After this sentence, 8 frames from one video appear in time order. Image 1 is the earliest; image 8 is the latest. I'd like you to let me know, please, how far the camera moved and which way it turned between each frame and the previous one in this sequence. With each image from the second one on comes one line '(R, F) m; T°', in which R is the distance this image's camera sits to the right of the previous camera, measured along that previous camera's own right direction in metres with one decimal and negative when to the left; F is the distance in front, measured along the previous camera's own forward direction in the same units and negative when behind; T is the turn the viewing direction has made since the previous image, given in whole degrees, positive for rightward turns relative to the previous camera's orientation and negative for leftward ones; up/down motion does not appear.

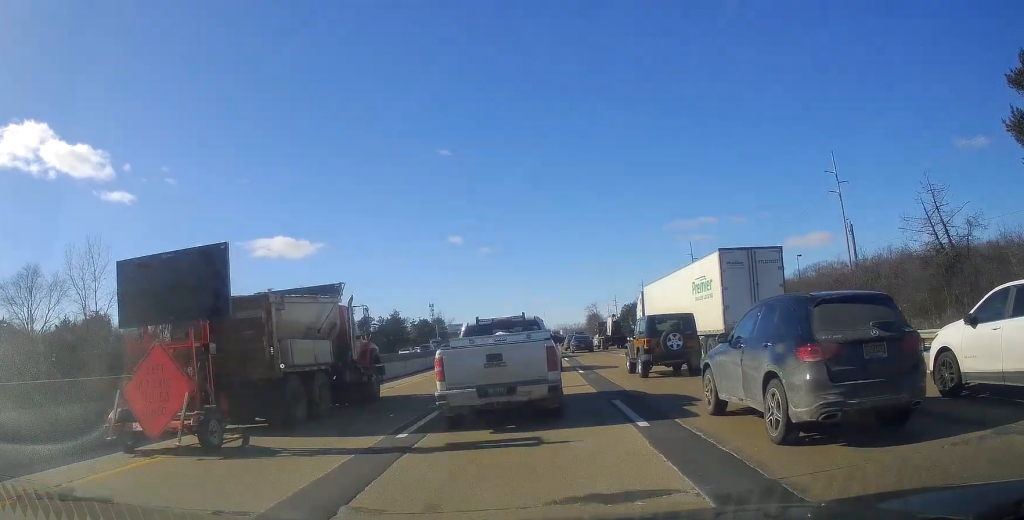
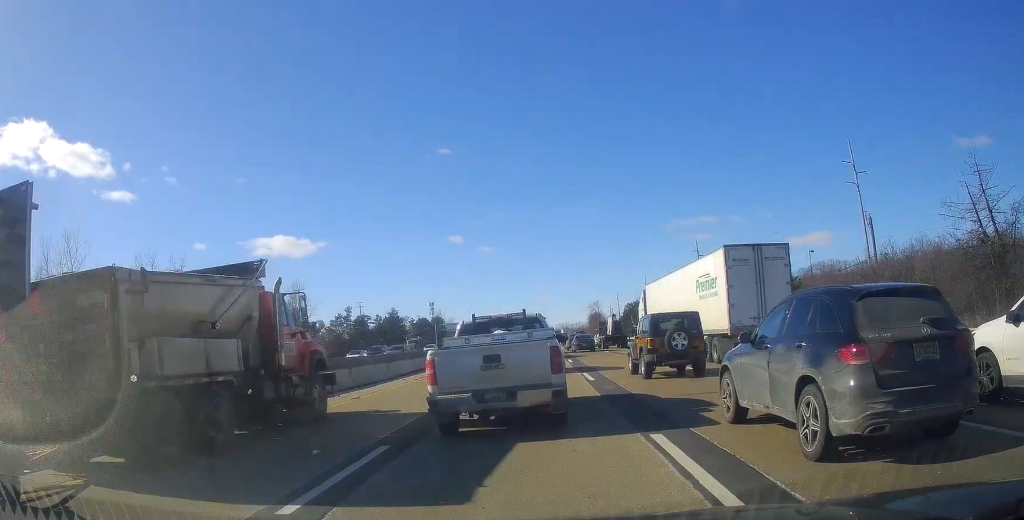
(0.0, +4.6) m; 0°
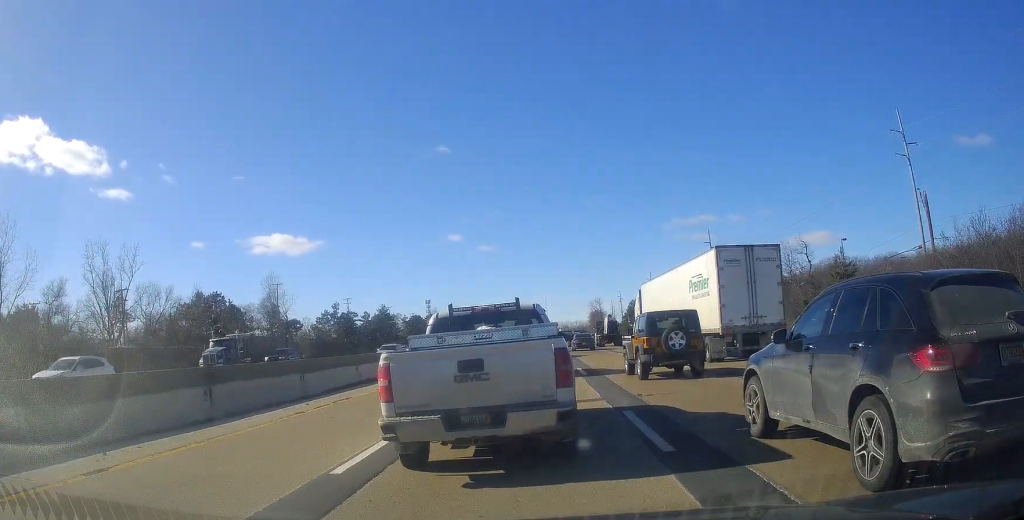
(0.0, +11.3) m; 0°
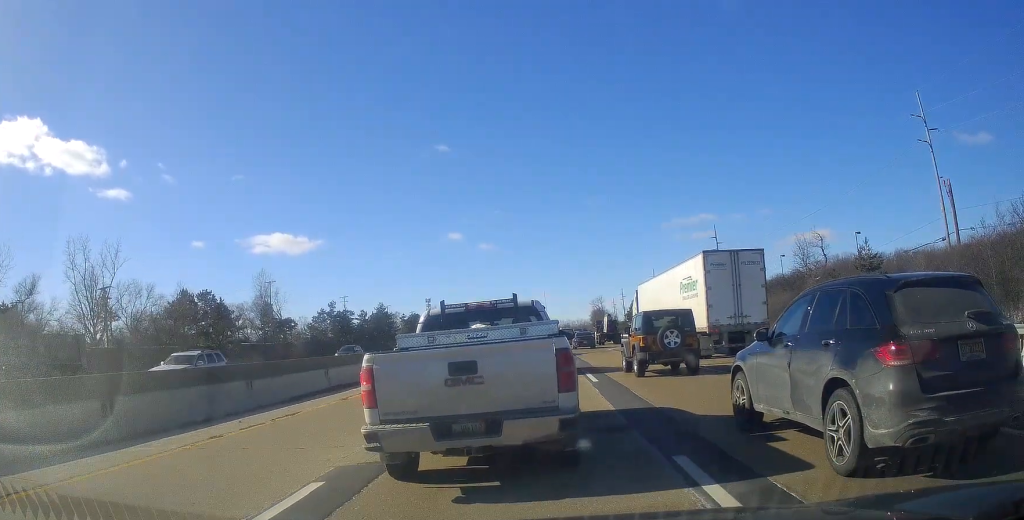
(0.0, +3.8) m; 0°
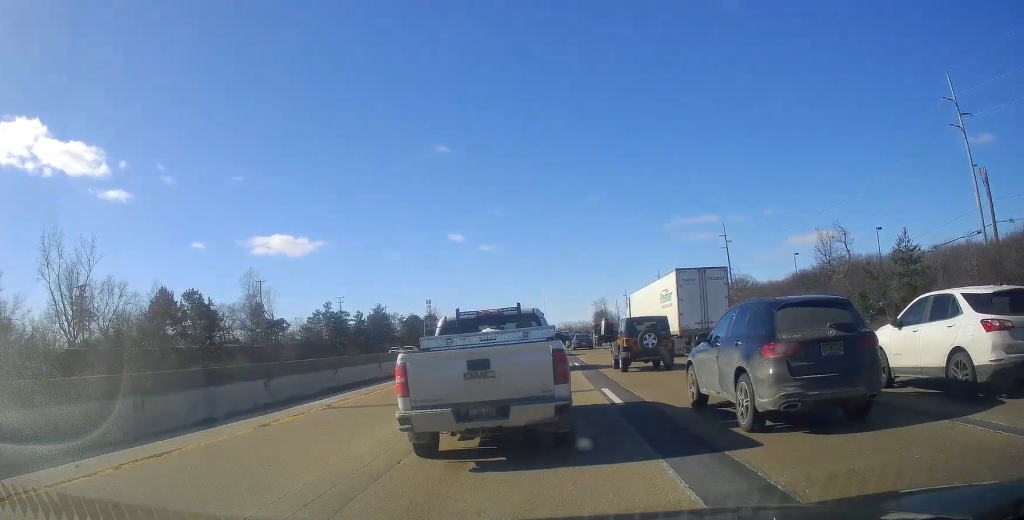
(0.0, +5.5) m; 0°
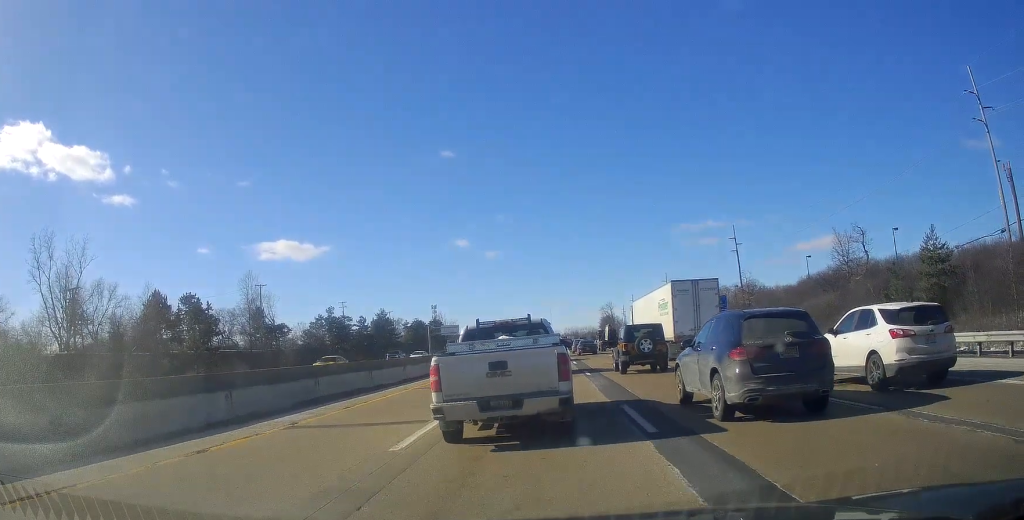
(0.0, +3.4) m; -1°
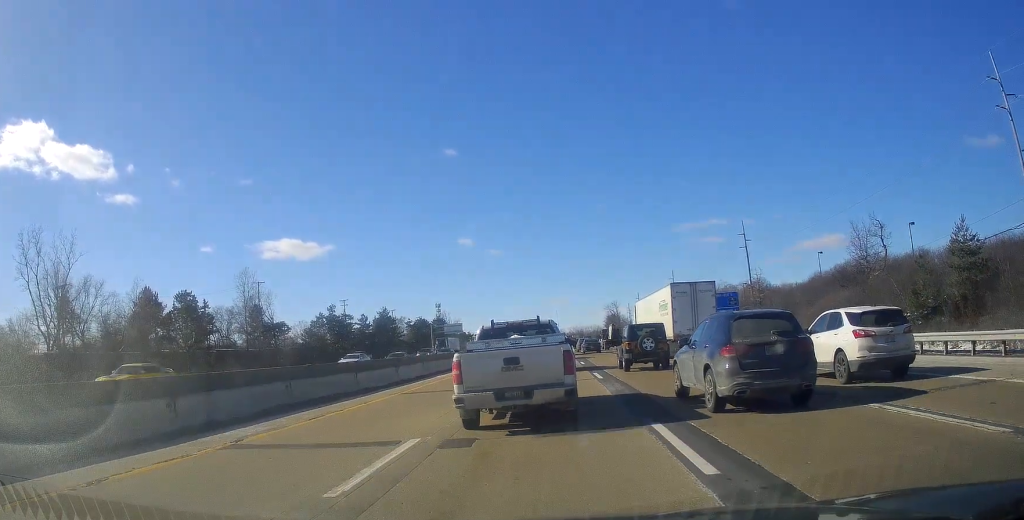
(0.0, +3.5) m; -3°
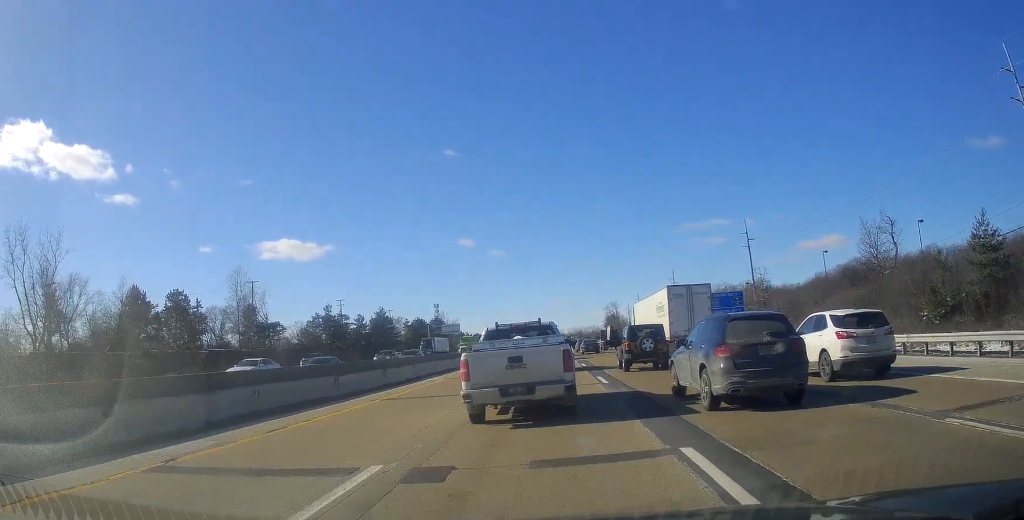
(-0.1, +2.8) m; 0°
